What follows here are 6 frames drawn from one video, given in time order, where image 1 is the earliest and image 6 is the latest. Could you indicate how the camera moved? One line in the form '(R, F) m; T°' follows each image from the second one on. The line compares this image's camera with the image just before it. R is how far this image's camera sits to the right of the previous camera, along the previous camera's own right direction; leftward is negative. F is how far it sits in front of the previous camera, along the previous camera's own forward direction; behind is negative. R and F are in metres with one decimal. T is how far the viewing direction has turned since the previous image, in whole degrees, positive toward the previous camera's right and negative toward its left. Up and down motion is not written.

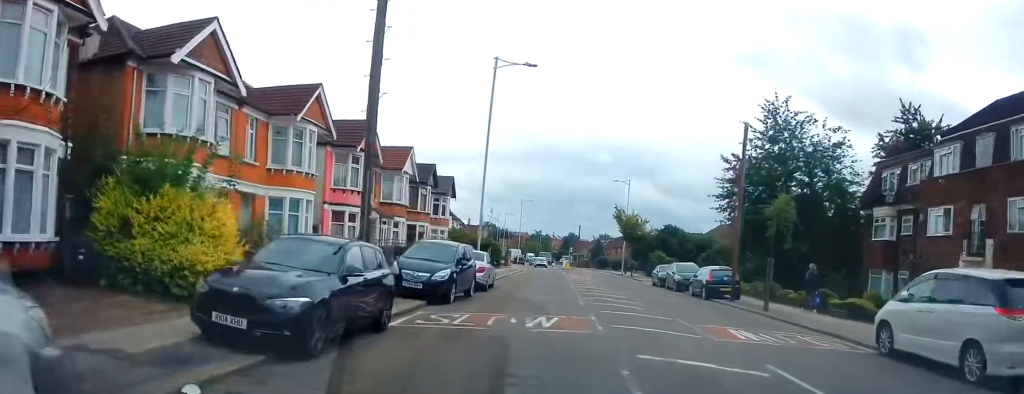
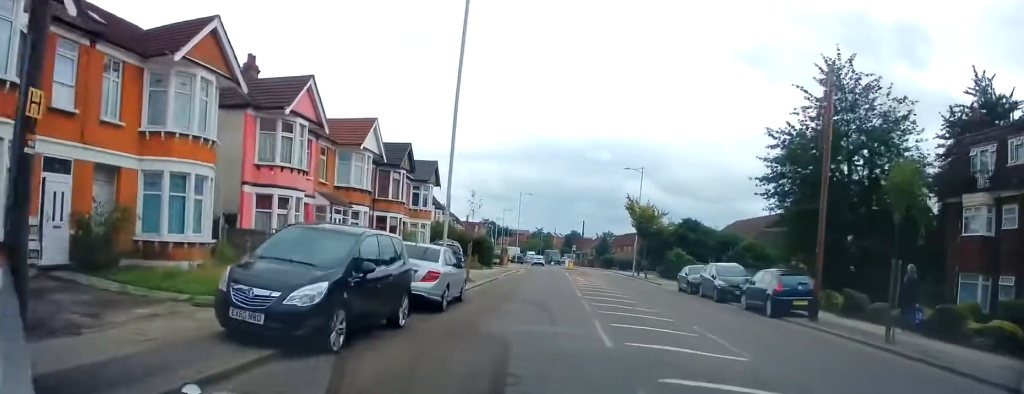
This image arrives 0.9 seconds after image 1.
(+0.3, +8.2) m; 0°
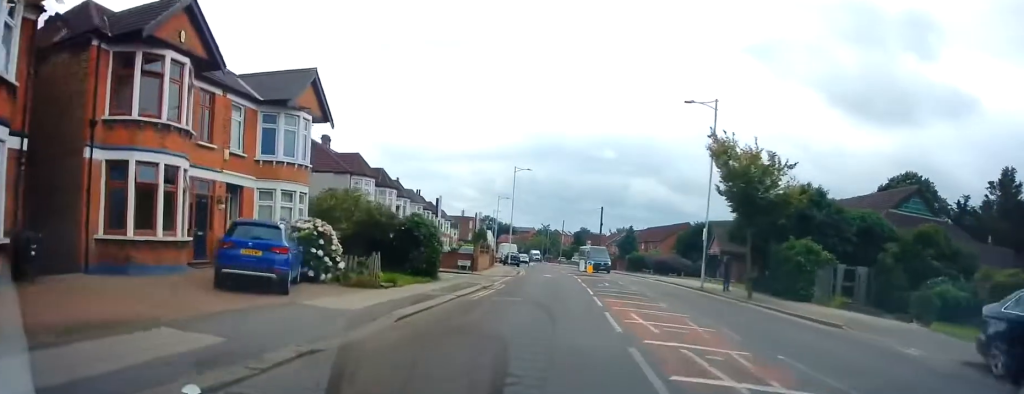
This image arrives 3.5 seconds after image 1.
(-0.8, +24.1) m; -2°
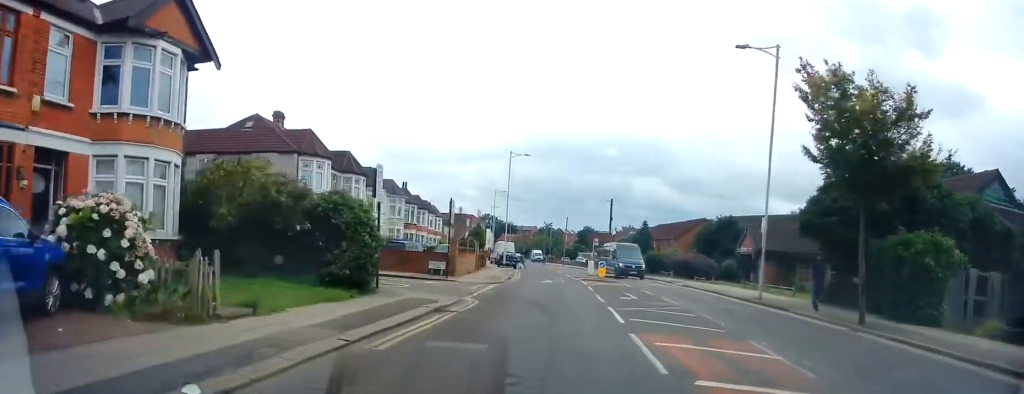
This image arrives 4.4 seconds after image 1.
(0.0, +8.8) m; 0°
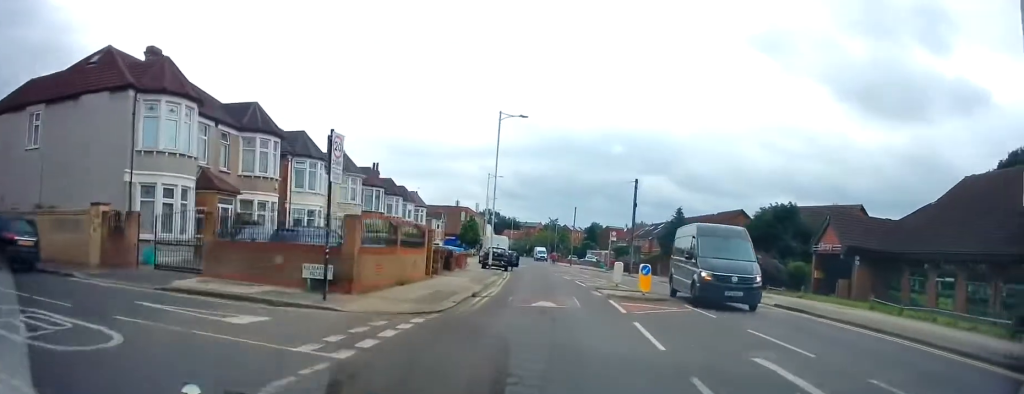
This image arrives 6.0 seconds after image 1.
(0.0, +14.3) m; +1°
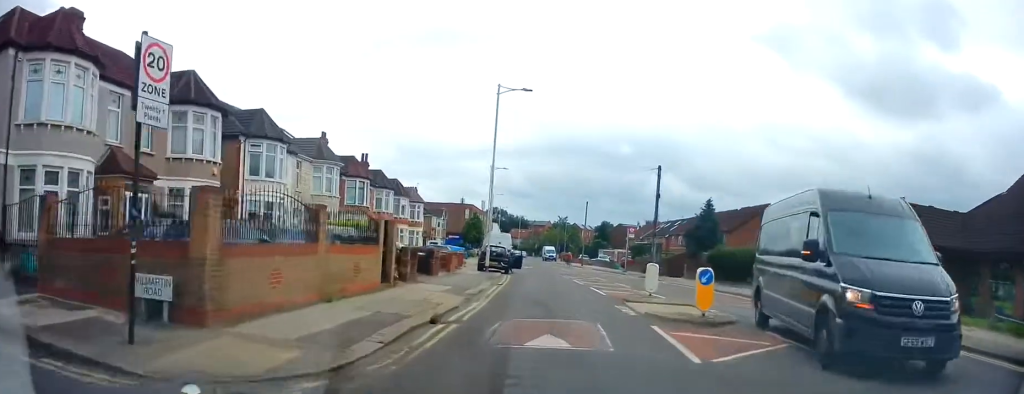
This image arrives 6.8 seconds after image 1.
(0.0, +6.2) m; -1°
